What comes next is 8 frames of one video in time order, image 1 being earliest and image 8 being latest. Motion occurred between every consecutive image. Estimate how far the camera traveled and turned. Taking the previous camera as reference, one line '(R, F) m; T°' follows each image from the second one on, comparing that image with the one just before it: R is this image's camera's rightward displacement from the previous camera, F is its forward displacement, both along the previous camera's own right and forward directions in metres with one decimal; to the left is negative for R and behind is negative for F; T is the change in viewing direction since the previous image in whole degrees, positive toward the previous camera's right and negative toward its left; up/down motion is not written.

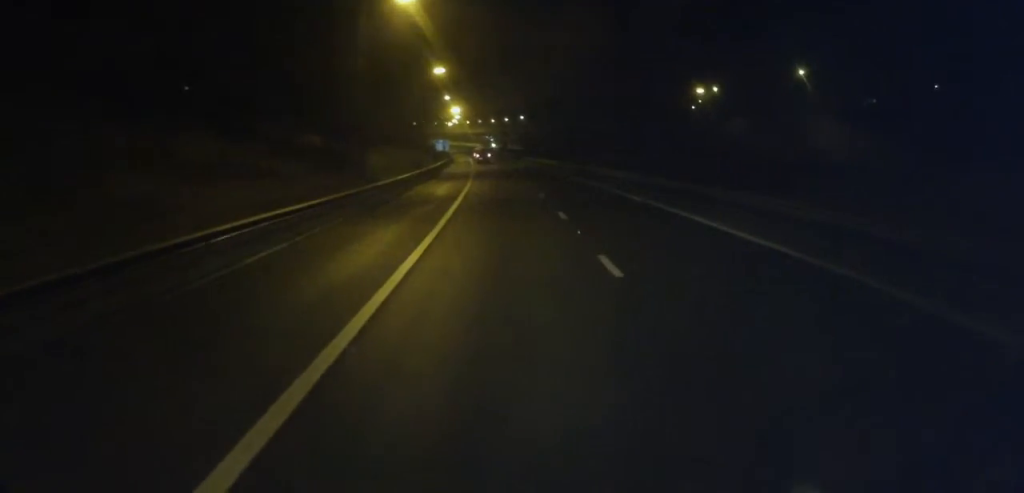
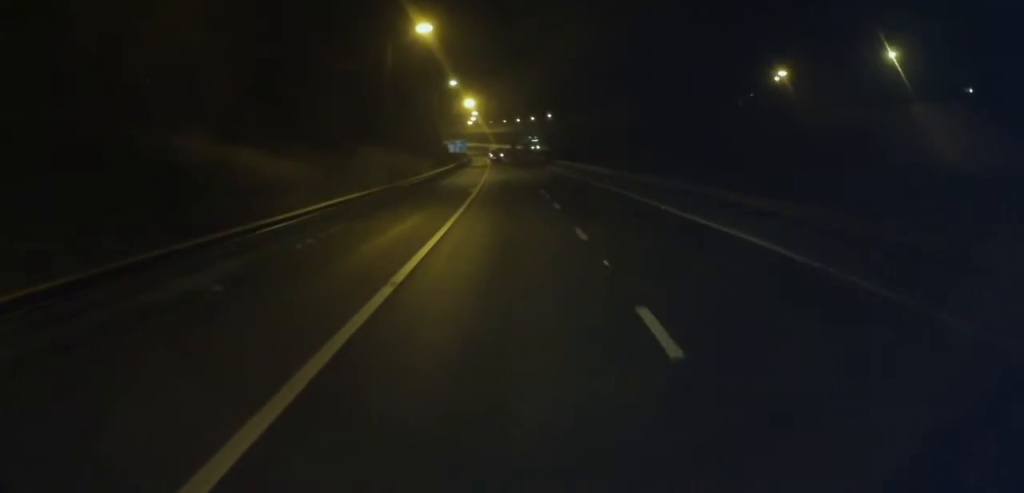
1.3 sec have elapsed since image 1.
(+0.5, +21.5) m; 0°
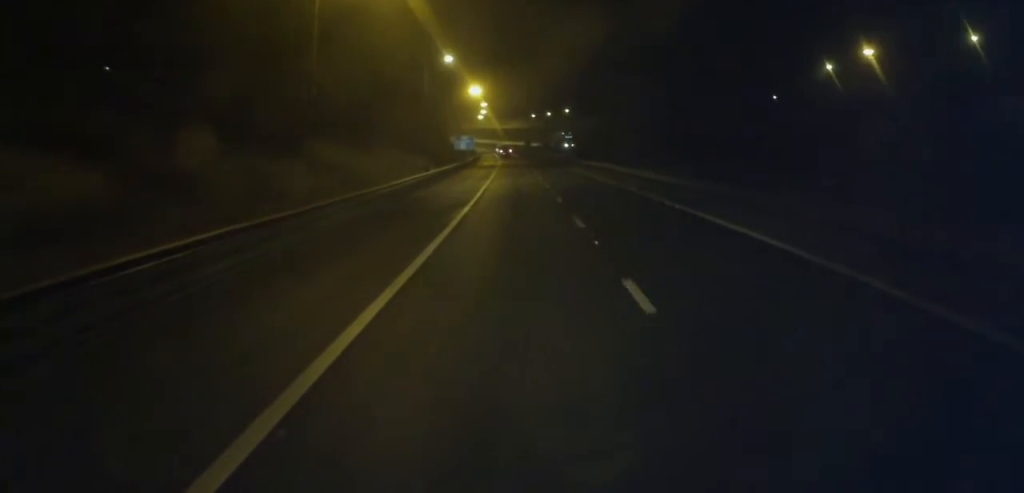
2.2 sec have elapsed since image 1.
(-0.7, +15.8) m; -2°
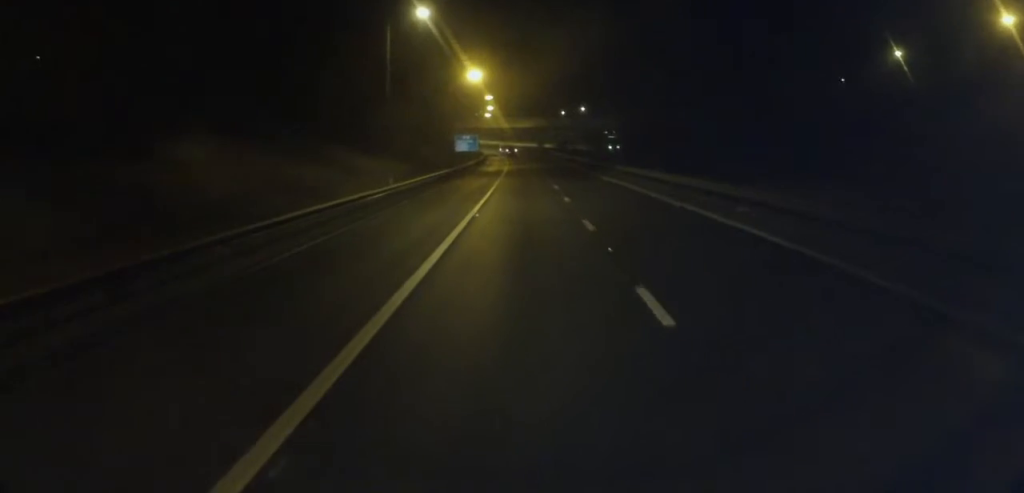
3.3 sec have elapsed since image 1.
(-0.1, +18.0) m; -2°
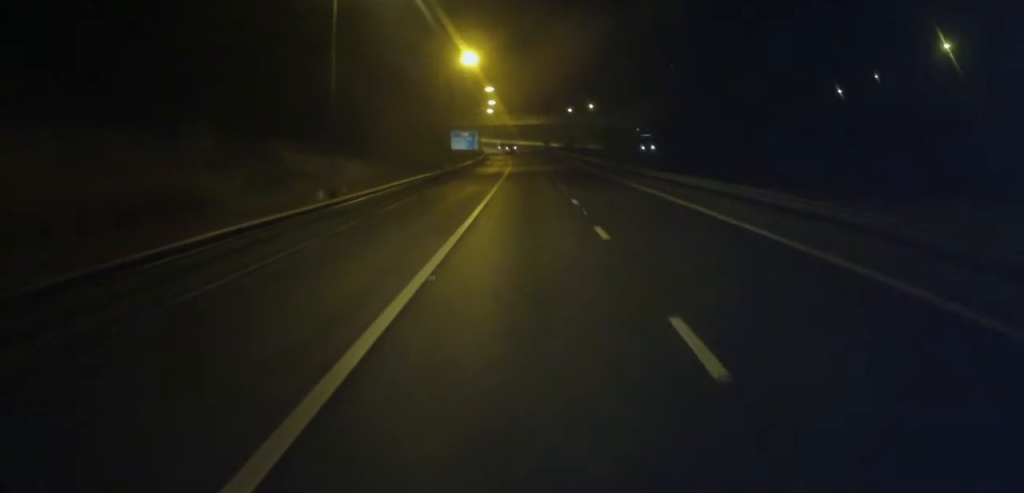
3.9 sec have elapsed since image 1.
(-0.4, +10.8) m; 0°
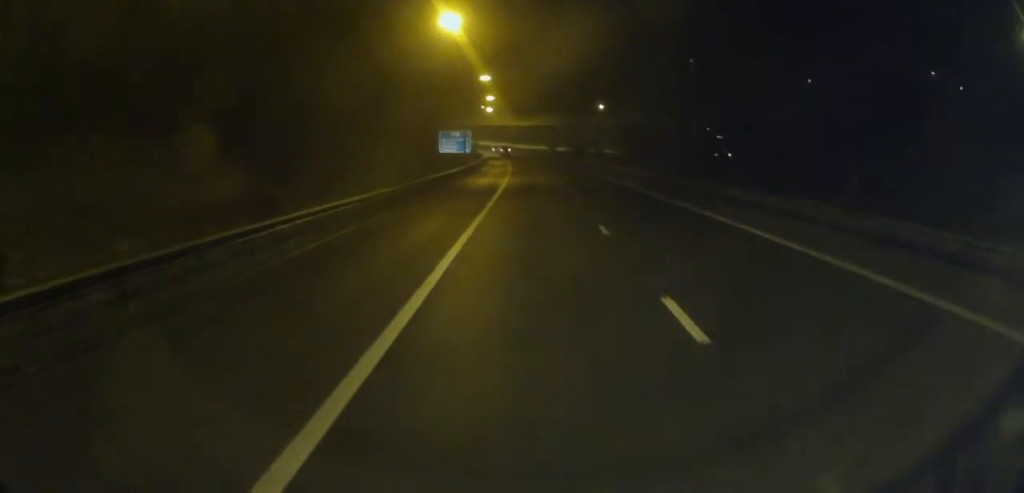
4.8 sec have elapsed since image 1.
(-0.1, +16.5) m; 0°
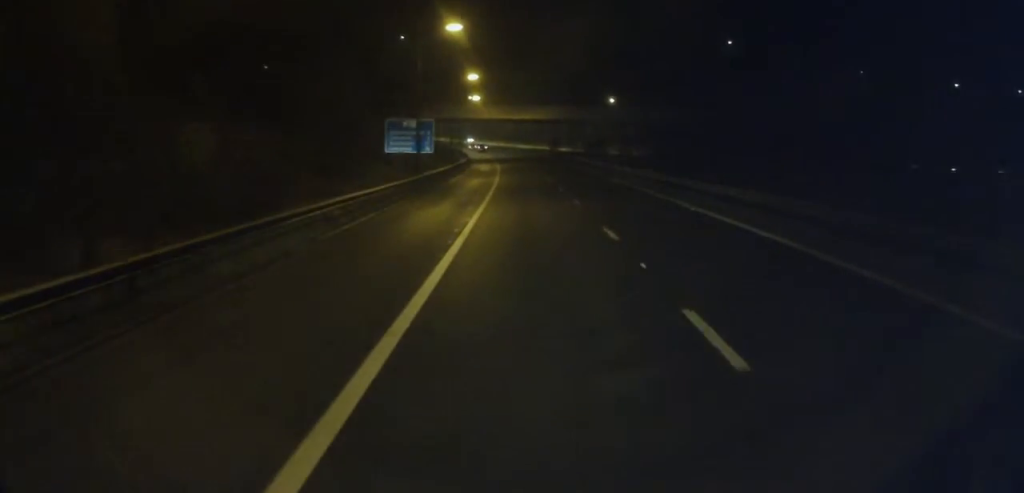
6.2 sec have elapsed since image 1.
(+0.2, +27.6) m; -1°
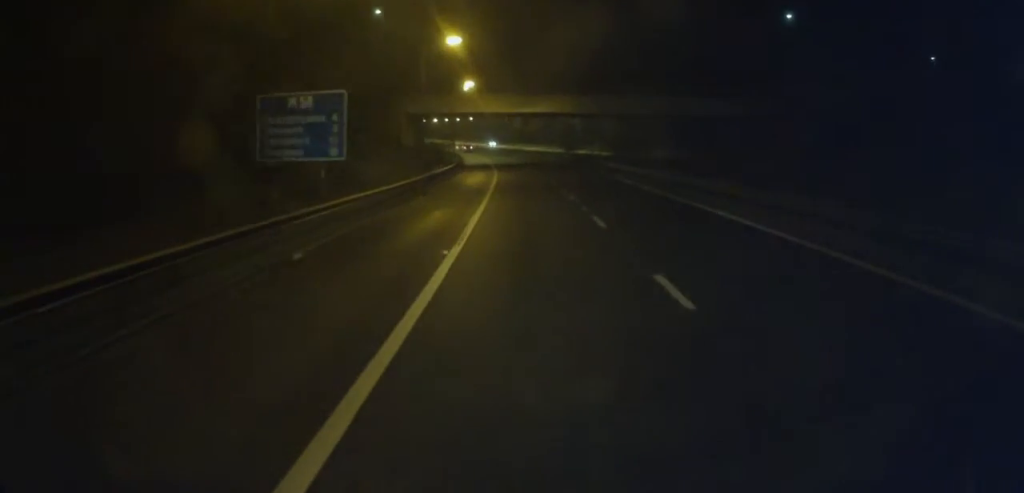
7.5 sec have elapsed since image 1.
(-0.4, +24.4) m; 0°
